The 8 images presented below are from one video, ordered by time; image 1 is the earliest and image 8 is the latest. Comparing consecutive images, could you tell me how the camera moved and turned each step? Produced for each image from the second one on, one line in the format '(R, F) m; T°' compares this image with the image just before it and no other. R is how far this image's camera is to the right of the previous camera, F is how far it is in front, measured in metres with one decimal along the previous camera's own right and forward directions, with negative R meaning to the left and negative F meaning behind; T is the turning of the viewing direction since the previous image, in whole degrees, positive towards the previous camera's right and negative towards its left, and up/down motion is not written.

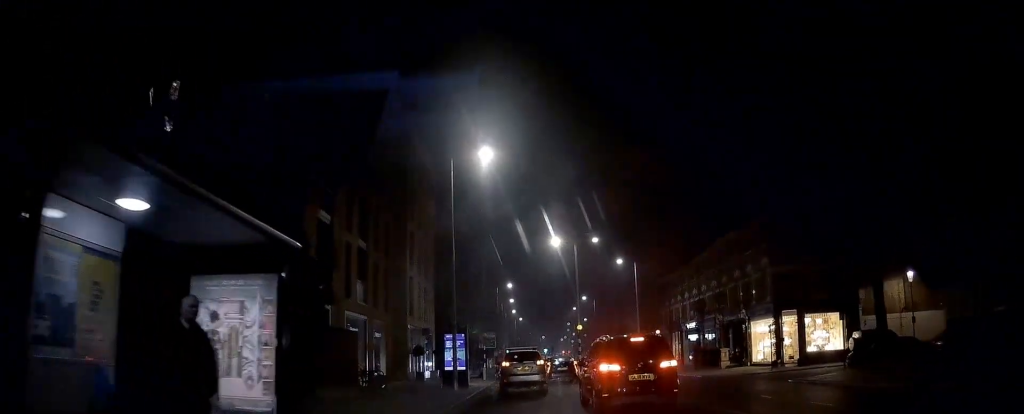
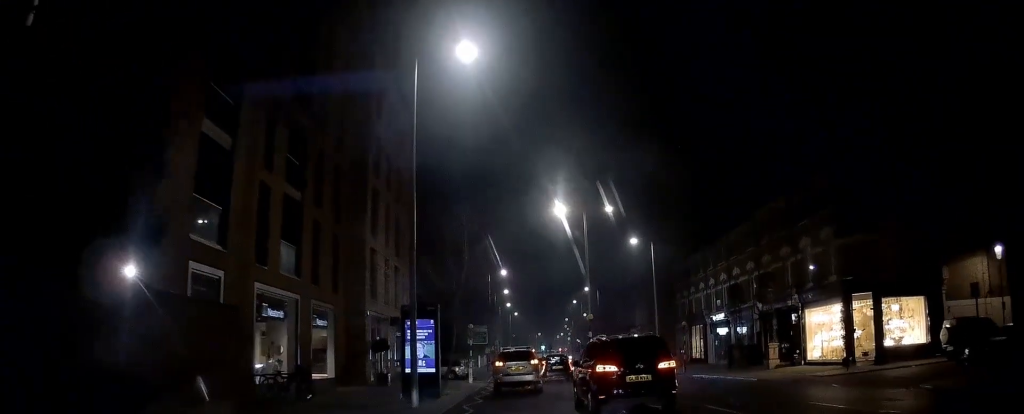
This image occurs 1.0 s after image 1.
(0.0, +9.6) m; -1°
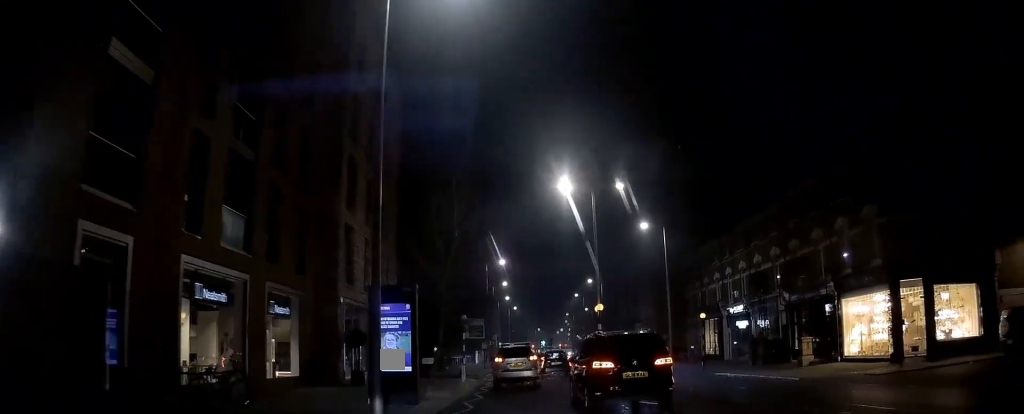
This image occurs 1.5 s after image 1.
(0.0, +4.4) m; 0°
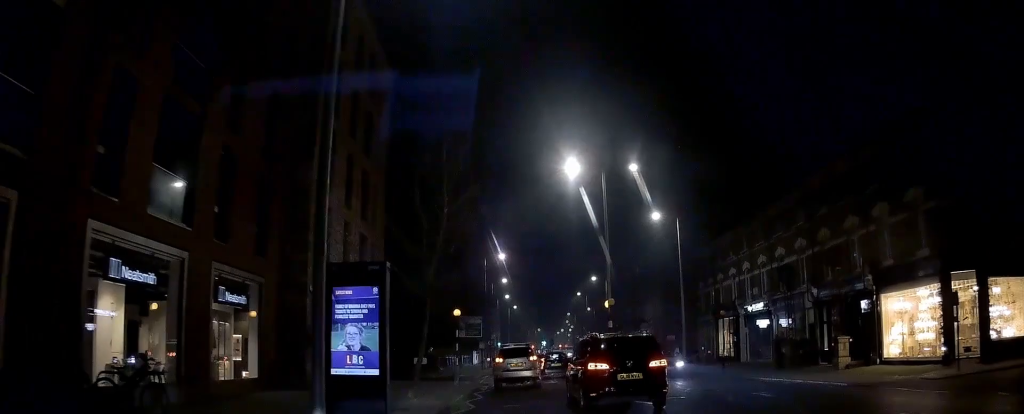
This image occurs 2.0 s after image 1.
(-0.1, +3.7) m; +1°
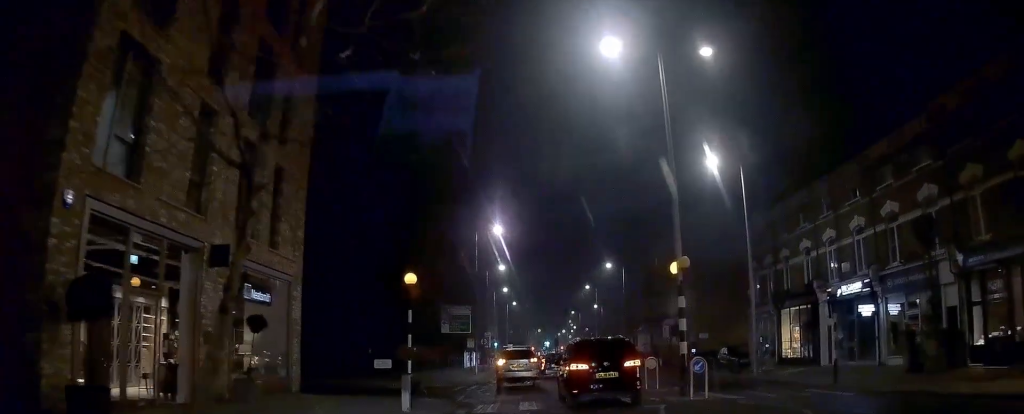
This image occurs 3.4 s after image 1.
(+0.4, +11.9) m; +2°
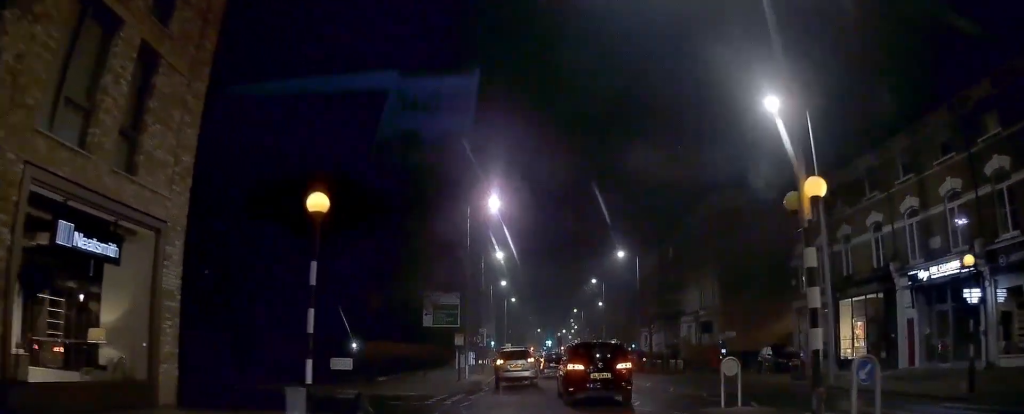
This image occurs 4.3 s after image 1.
(0.0, +7.0) m; -3°
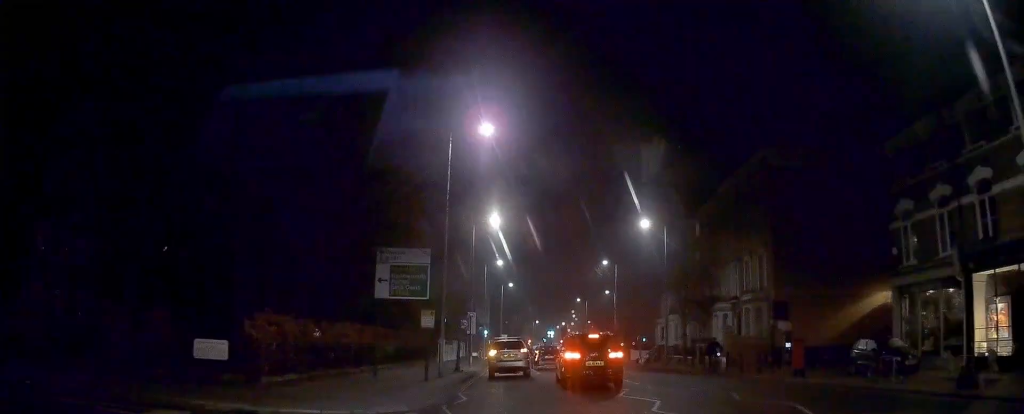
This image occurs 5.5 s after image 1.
(-0.4, +10.0) m; 0°
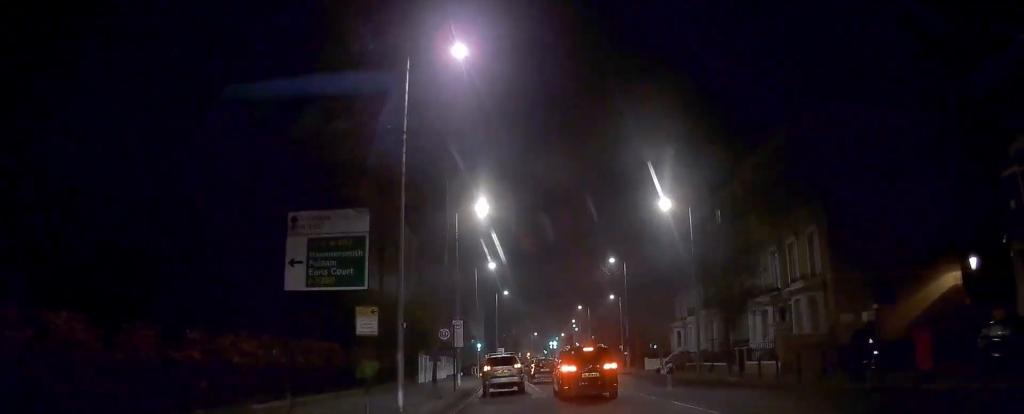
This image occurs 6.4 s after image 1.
(+0.3, +7.6) m; +2°
